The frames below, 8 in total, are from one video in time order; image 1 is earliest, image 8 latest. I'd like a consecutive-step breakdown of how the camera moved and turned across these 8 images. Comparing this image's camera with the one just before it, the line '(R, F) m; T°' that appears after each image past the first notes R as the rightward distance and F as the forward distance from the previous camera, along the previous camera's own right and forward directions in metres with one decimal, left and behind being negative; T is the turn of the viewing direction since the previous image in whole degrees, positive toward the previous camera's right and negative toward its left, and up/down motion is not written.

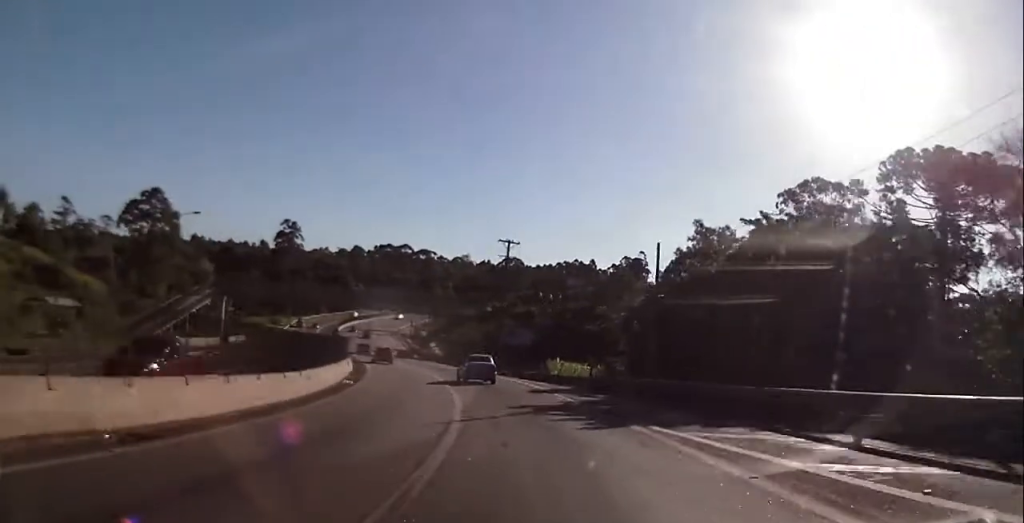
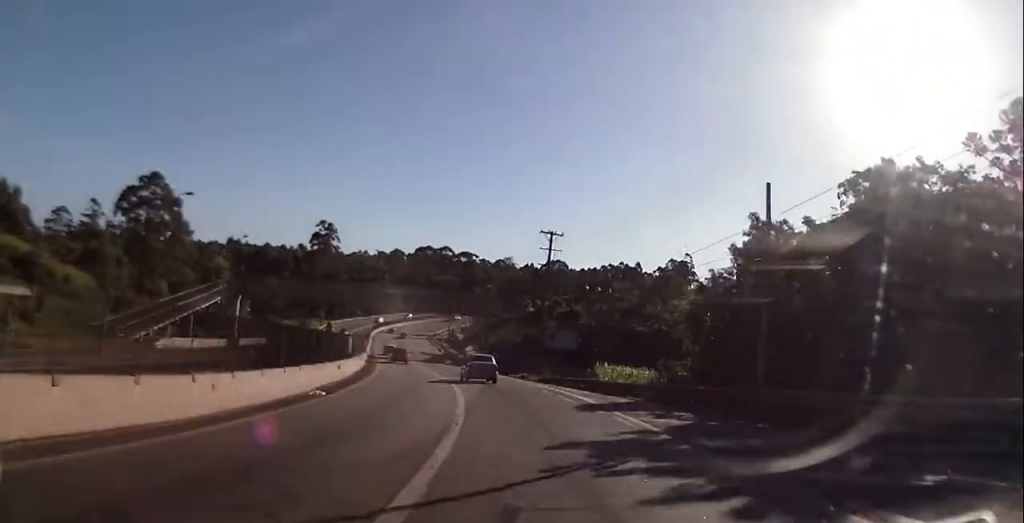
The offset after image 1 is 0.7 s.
(-0.4, +9.3) m; -3°
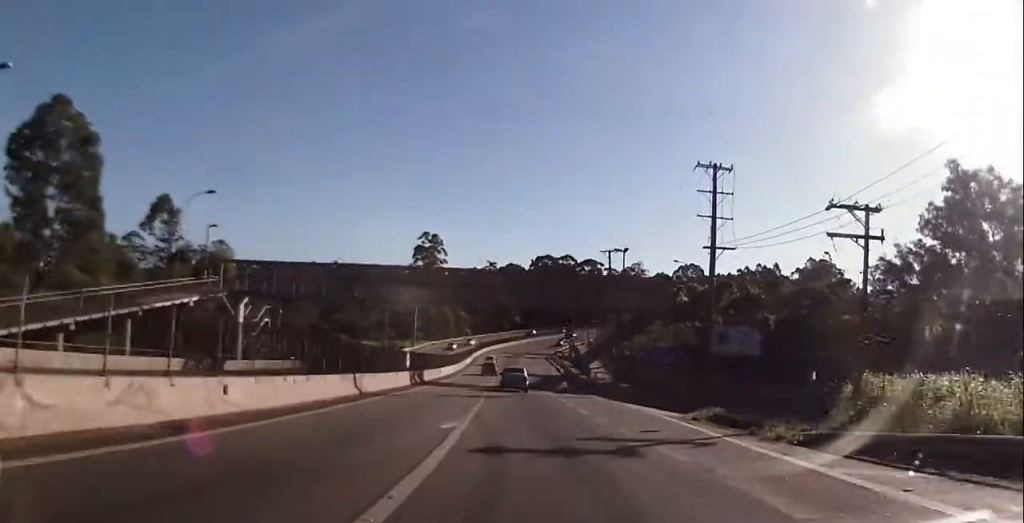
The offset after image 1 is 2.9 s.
(-3.5, +31.4) m; -11°
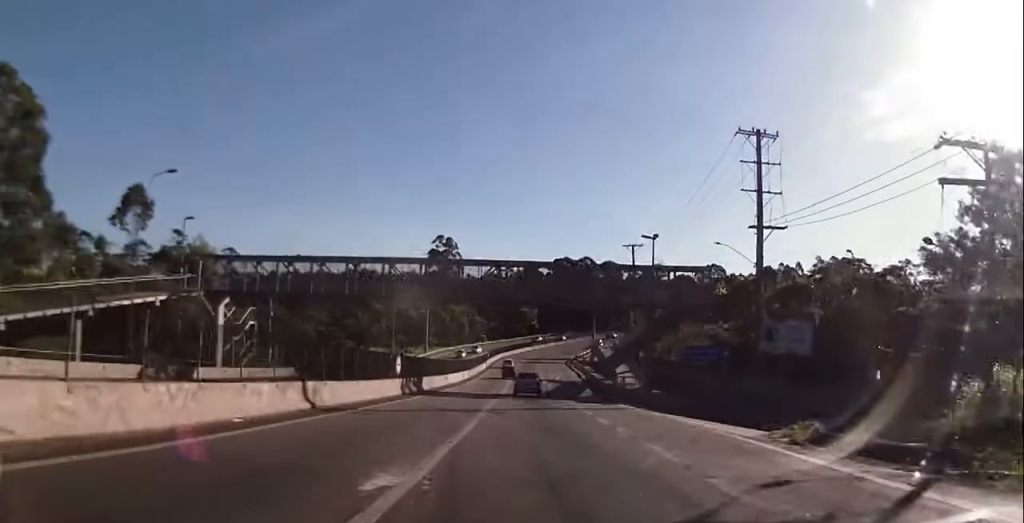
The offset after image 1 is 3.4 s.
(-0.1, +7.6) m; -2°
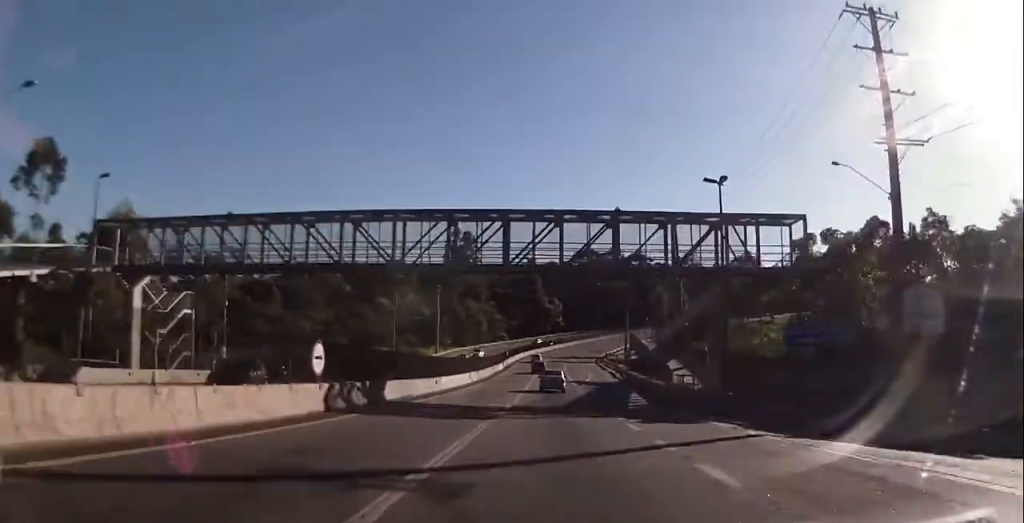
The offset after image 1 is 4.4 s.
(-0.2, +14.8) m; -3°
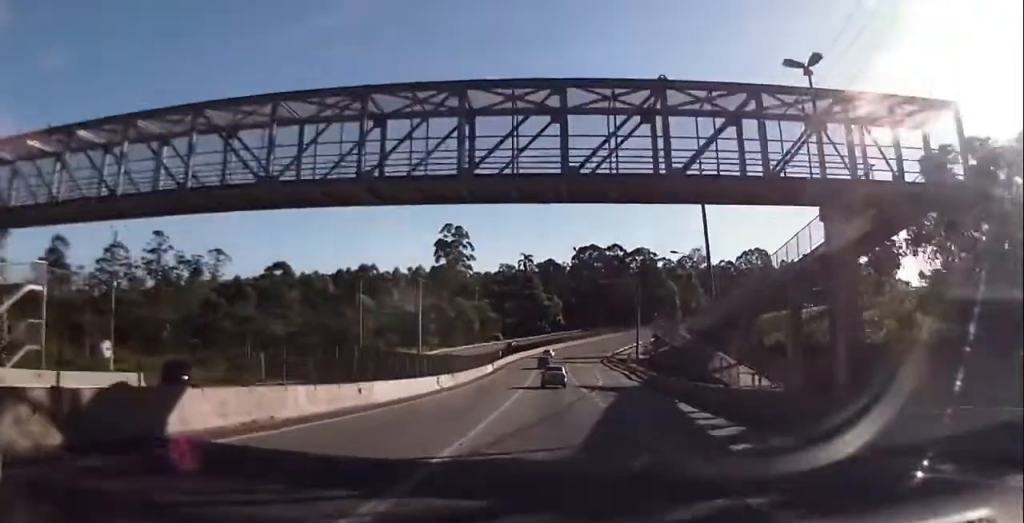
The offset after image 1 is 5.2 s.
(-0.7, +14.8) m; -2°
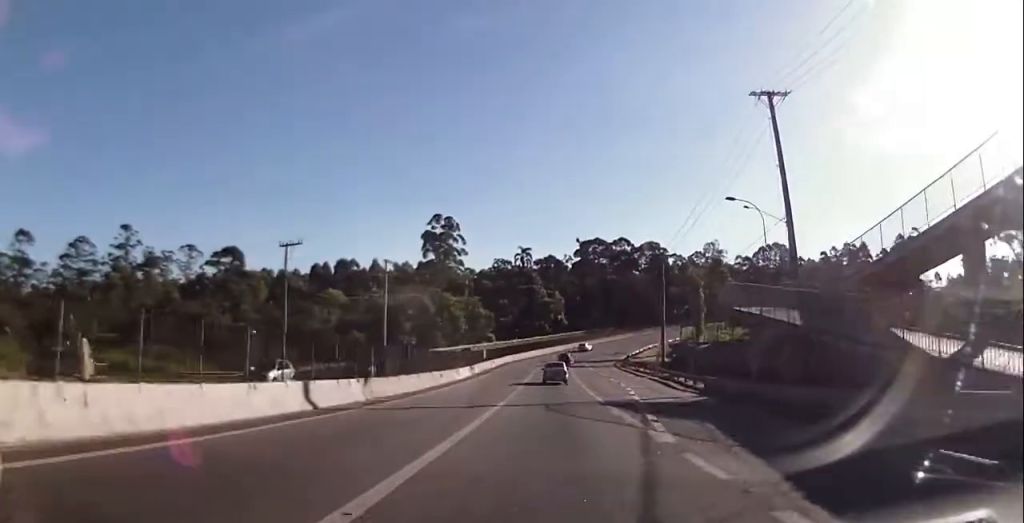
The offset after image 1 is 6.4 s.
(+0.2, +21.3) m; +2°
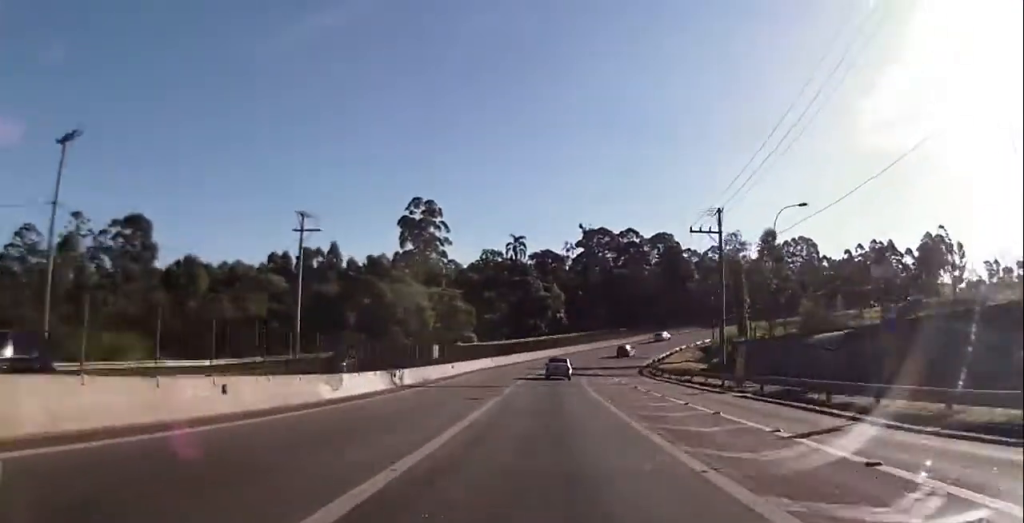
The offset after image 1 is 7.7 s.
(+0.5, +27.4) m; 0°
